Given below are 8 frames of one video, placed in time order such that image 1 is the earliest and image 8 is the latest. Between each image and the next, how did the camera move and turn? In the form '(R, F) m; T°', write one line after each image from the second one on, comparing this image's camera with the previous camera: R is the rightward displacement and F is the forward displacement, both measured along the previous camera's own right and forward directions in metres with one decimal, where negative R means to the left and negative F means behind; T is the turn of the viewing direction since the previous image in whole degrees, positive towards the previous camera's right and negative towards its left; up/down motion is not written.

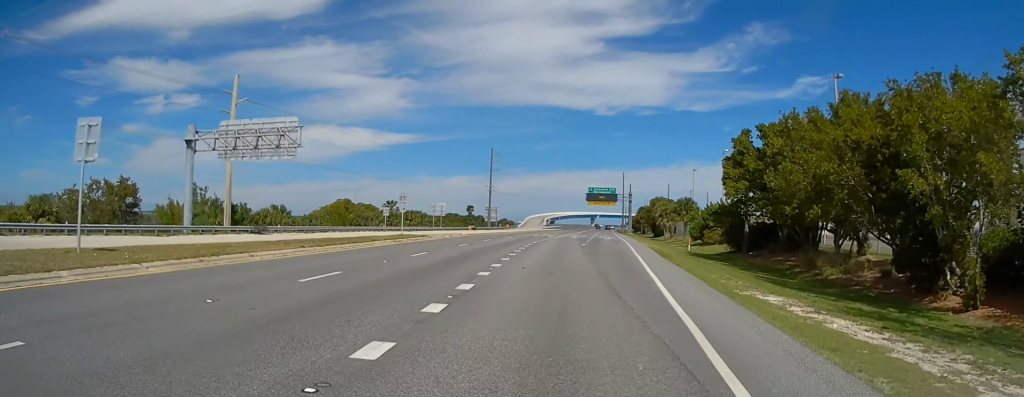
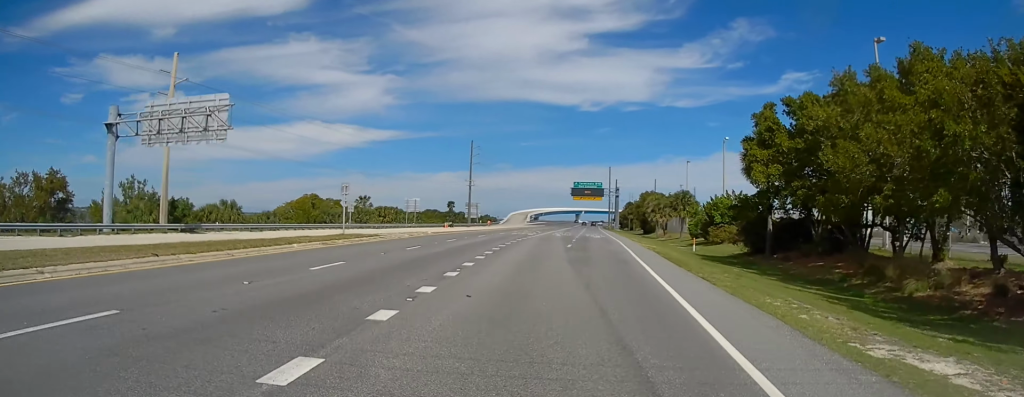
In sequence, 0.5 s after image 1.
(+0.2, +9.1) m; +1°
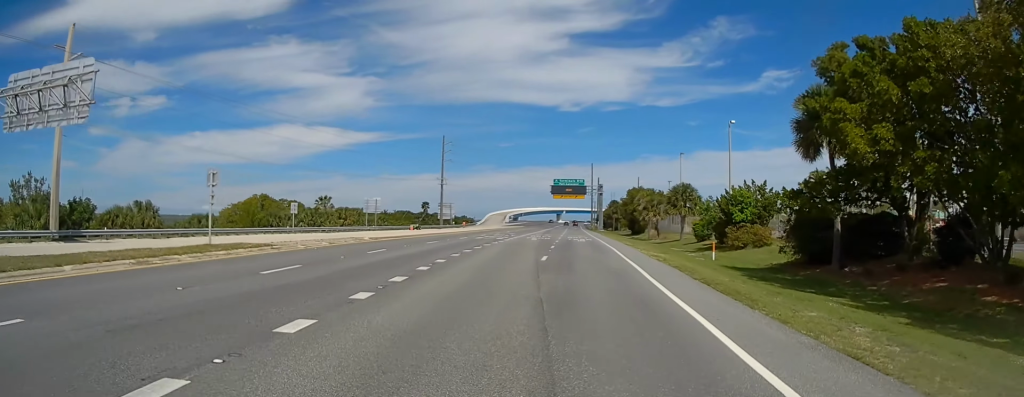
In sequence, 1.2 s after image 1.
(+0.1, +12.7) m; 0°
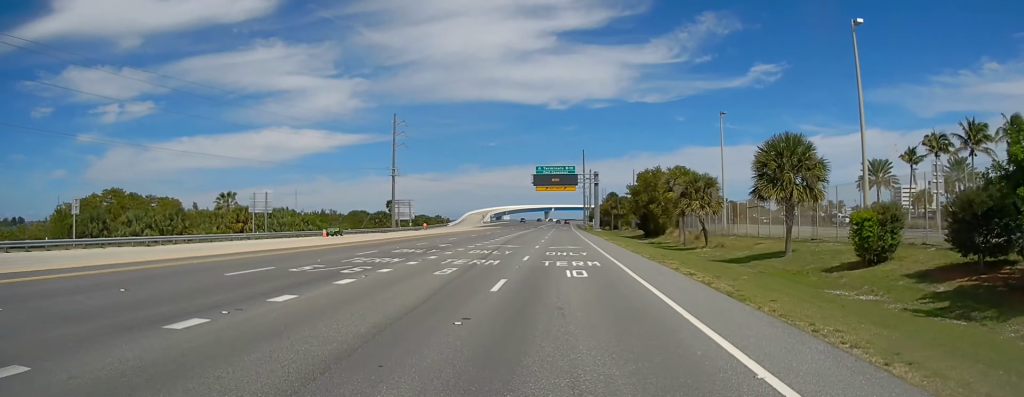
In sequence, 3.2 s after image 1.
(0.0, +35.1) m; 0°
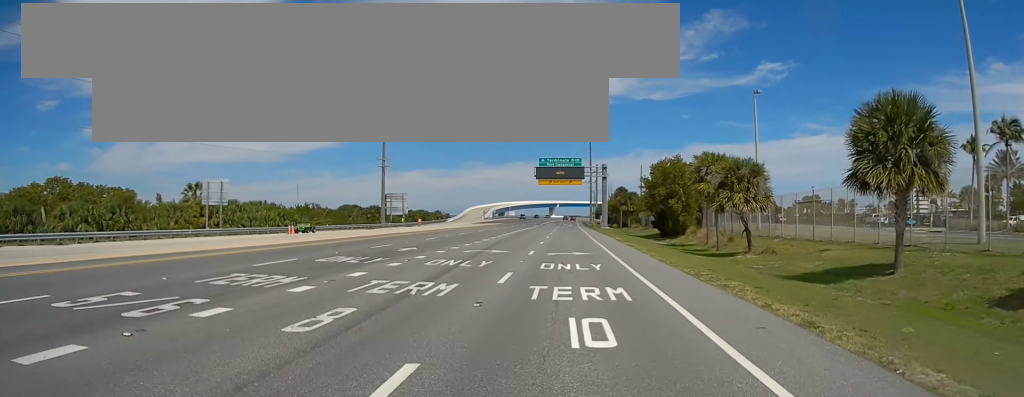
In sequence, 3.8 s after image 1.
(0.0, +10.6) m; 0°
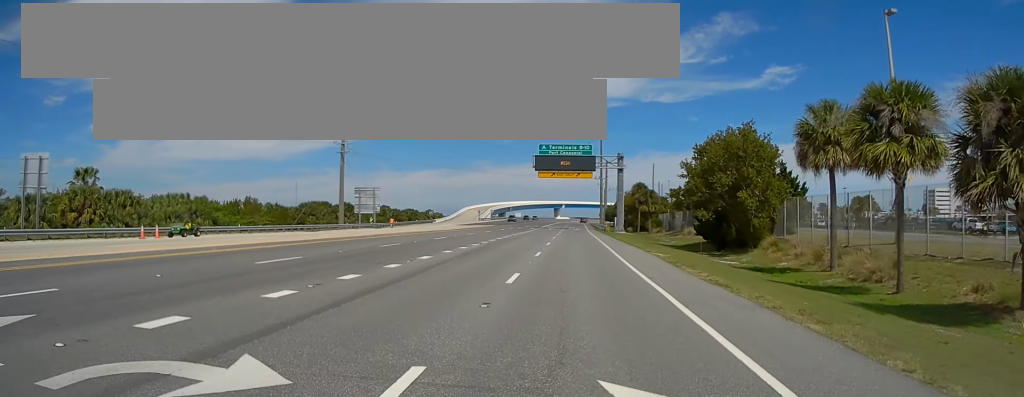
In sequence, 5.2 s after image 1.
(-0.1, +24.5) m; -1°
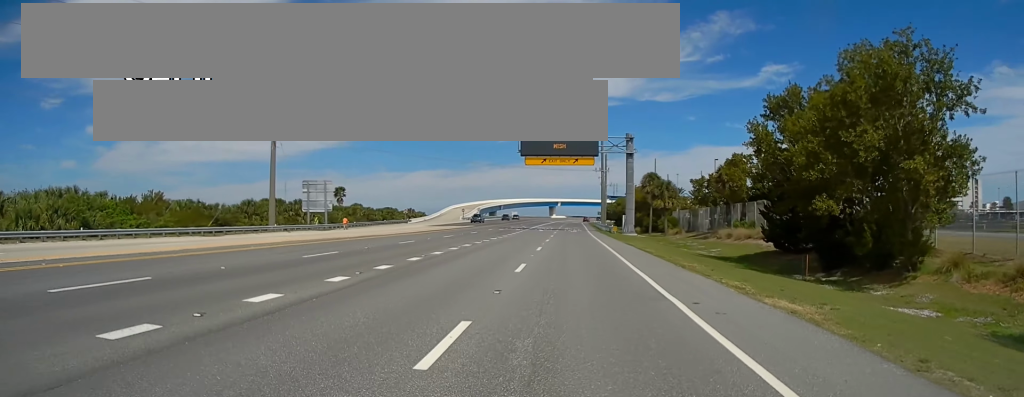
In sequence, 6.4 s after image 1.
(-0.2, +21.2) m; 0°
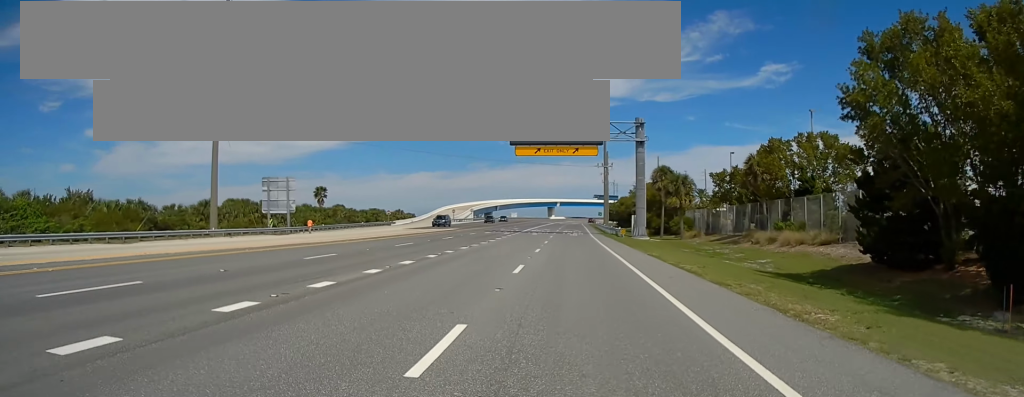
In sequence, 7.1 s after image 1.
(0.0, +12.4) m; 0°
